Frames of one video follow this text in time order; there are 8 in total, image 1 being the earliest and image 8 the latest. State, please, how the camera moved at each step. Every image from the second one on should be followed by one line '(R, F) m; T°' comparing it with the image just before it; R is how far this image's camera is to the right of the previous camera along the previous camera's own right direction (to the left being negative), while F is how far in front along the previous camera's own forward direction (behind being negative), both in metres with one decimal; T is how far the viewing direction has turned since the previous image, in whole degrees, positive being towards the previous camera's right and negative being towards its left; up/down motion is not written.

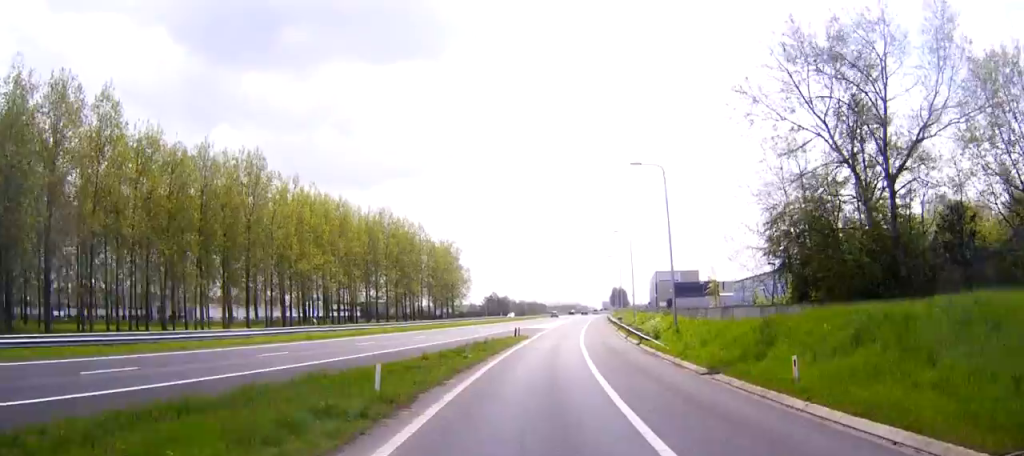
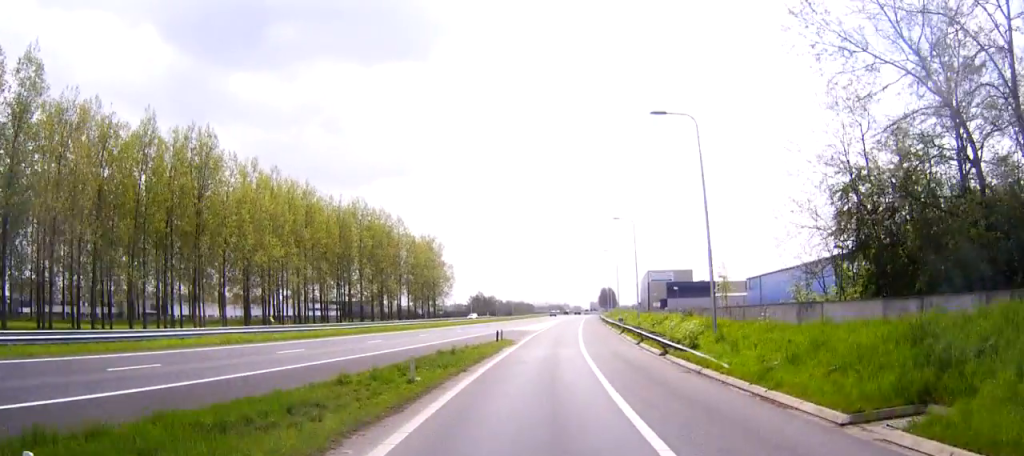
(+0.1, +11.9) m; +1°
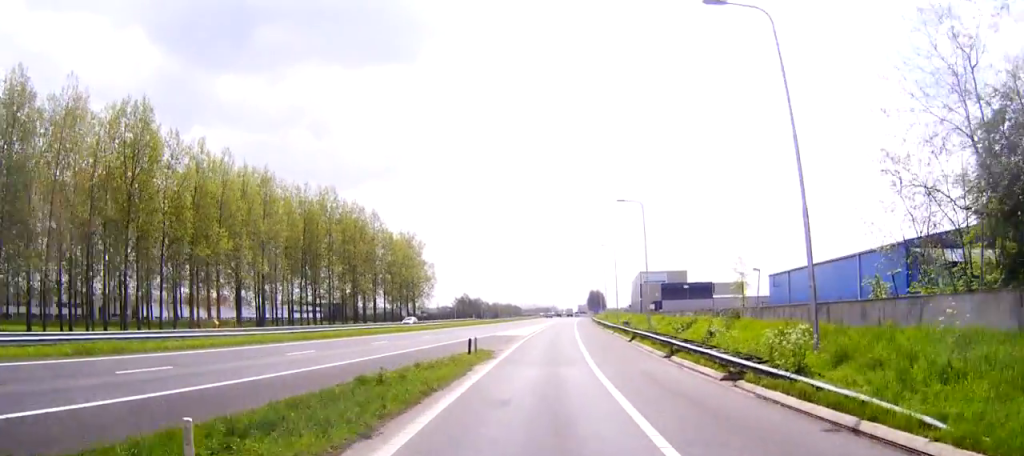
(+0.1, +12.6) m; +1°
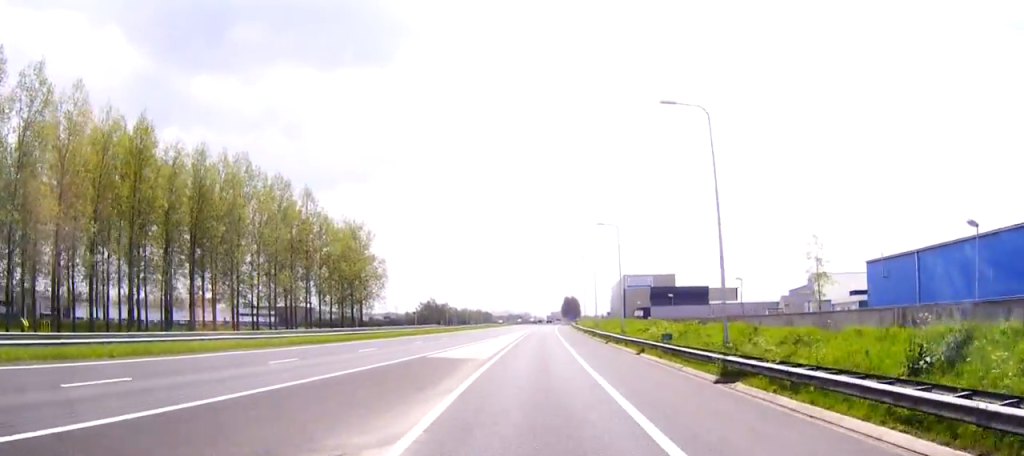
(+0.3, +27.6) m; +1°
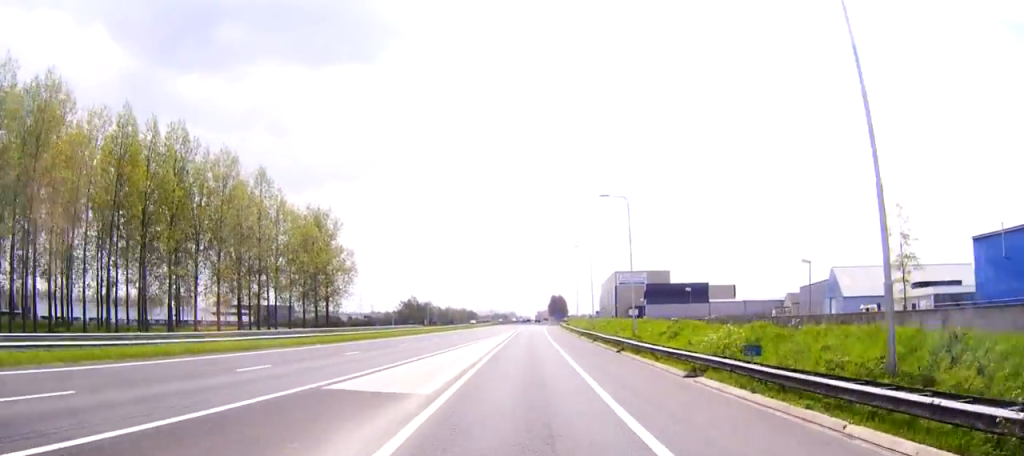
(+0.2, +14.6) m; +1°
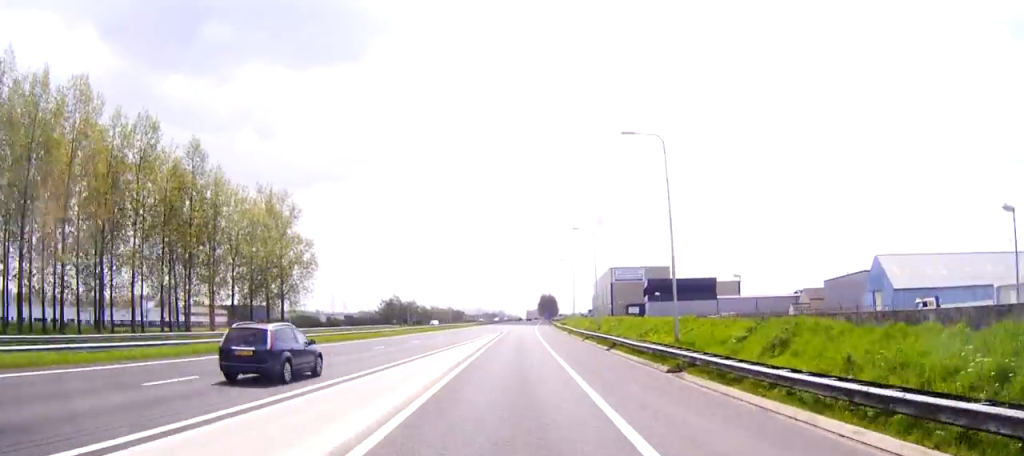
(+0.2, +17.8) m; +1°
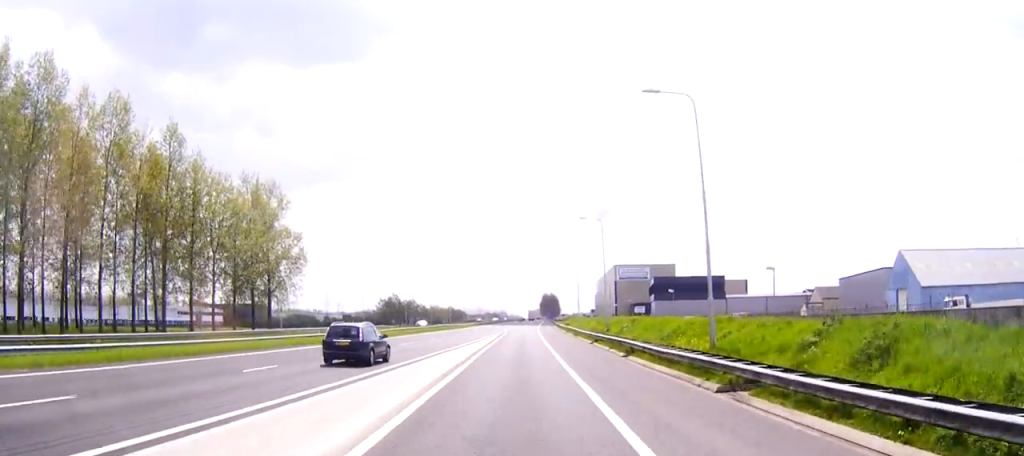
(0.0, +6.2) m; 0°
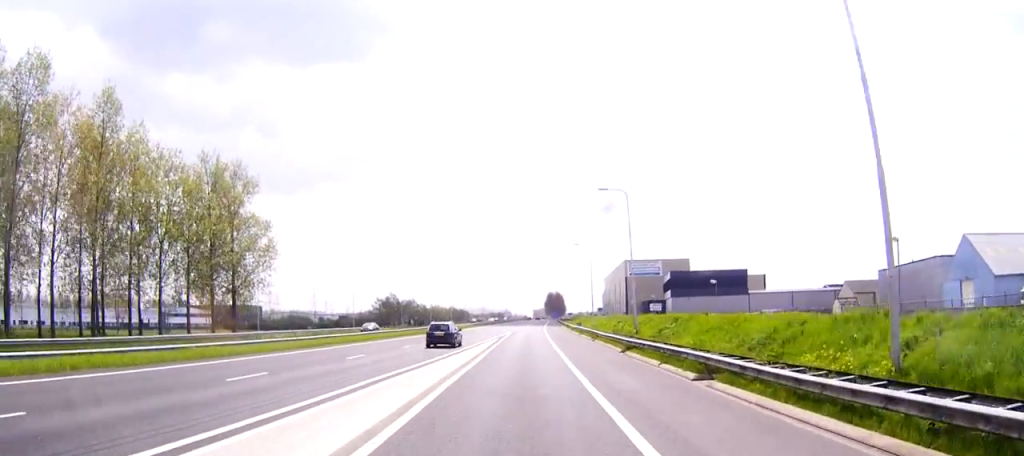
(0.0, +14.2) m; 0°
